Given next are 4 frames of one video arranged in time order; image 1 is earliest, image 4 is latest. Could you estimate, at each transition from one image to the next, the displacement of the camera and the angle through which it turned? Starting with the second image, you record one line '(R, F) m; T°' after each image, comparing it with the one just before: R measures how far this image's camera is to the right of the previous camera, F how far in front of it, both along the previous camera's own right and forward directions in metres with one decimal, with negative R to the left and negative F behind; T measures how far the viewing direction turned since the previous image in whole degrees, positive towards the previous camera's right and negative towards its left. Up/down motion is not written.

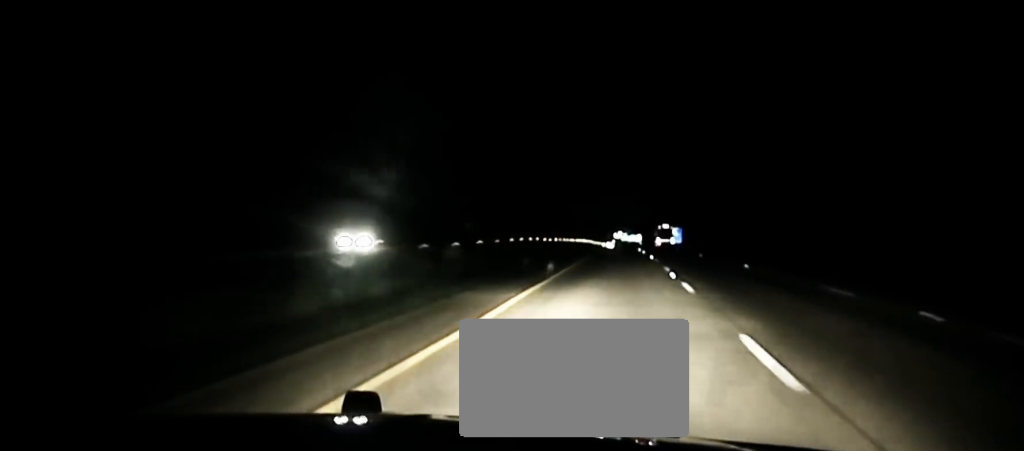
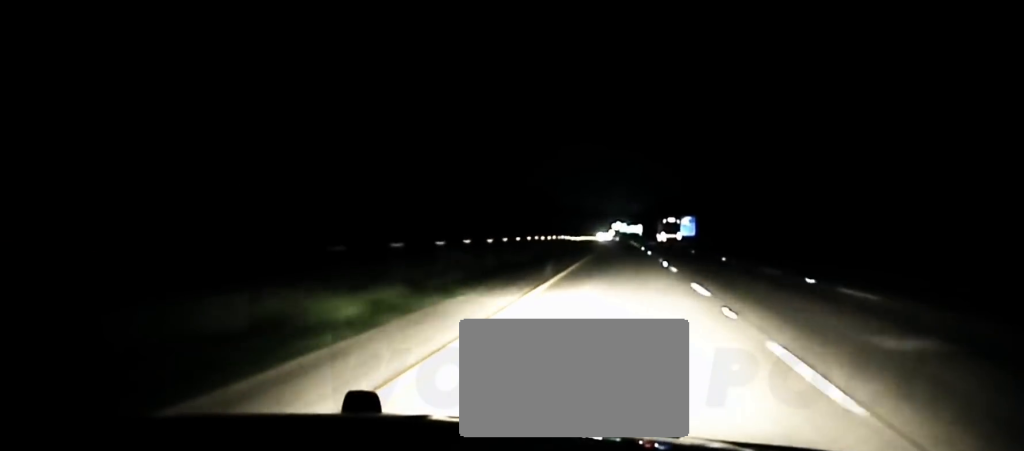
(+0.2, +57.1) m; 0°
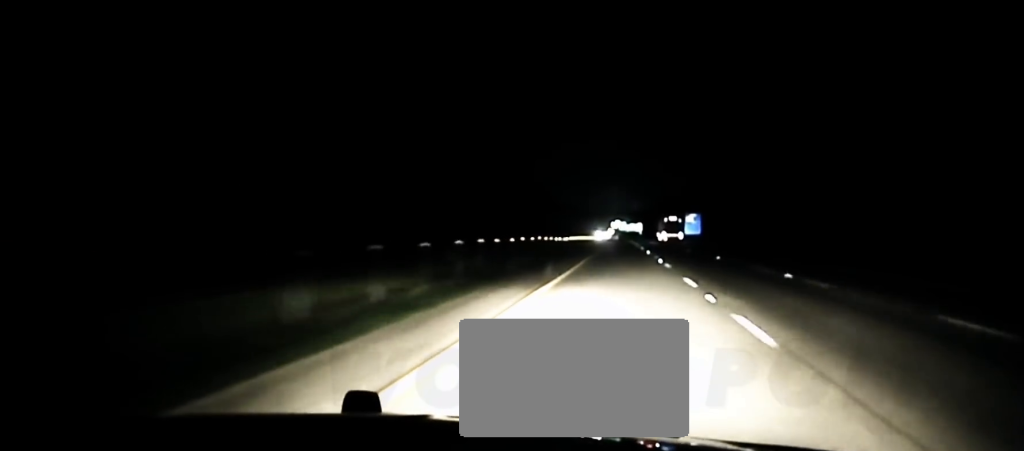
(0.0, +19.6) m; 0°
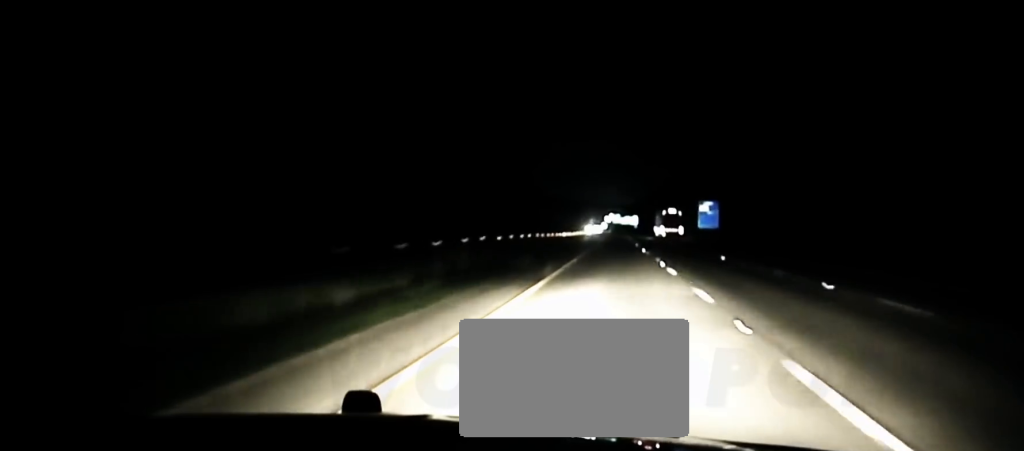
(-0.1, +56.4) m; 0°
